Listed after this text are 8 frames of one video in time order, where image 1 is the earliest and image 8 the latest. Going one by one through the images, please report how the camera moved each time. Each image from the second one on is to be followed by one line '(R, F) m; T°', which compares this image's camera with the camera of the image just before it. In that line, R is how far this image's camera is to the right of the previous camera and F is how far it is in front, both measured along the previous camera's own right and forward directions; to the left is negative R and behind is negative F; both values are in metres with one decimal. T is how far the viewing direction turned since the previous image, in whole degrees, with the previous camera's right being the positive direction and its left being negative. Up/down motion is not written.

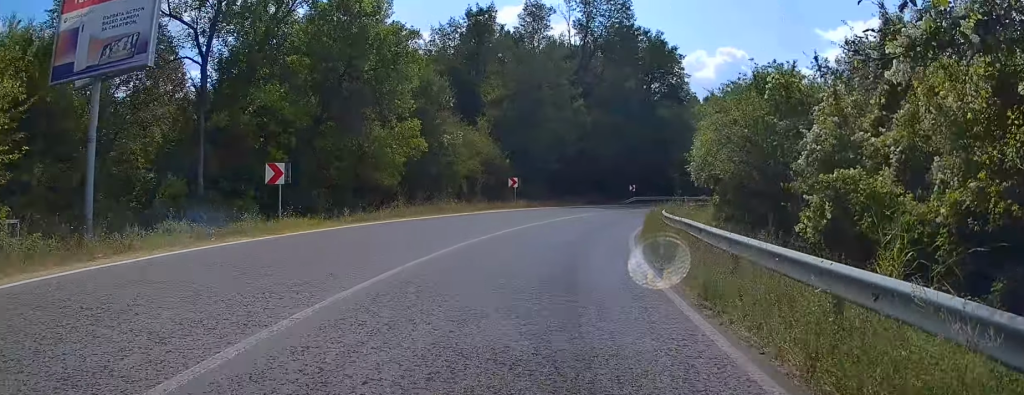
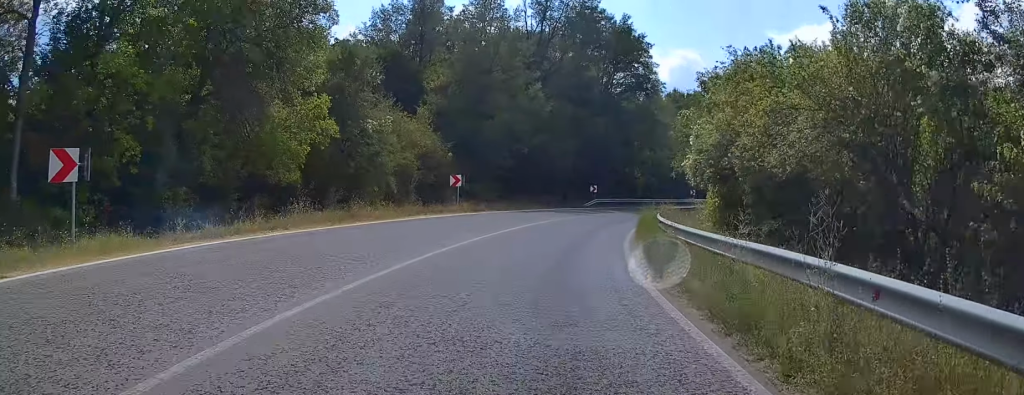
(+0.1, +8.2) m; +4°
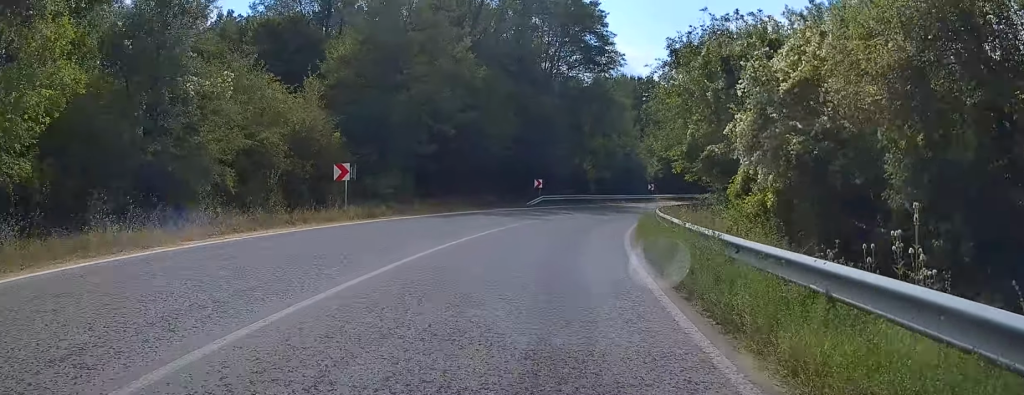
(+0.9, +12.4) m; +6°
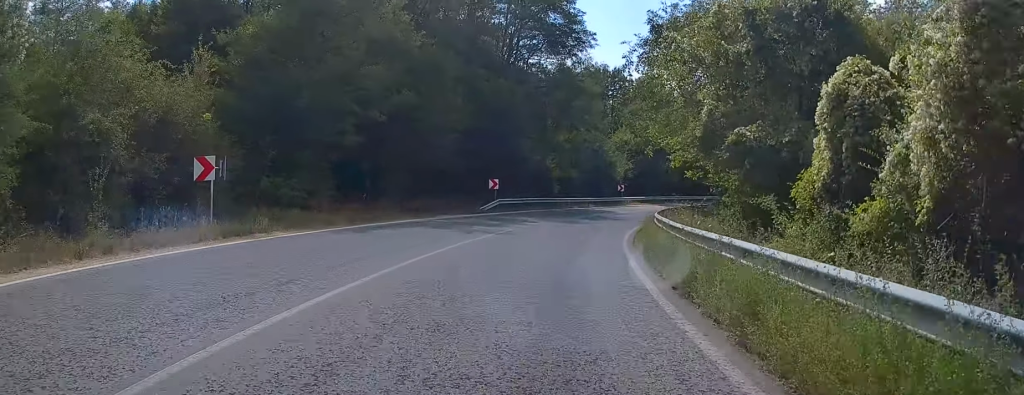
(+0.2, +8.4) m; +4°
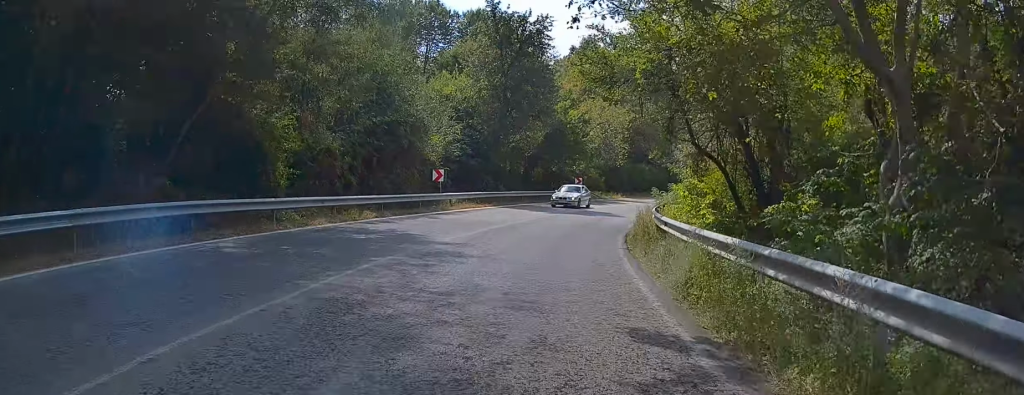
(+3.2, +33.3) m; +11°
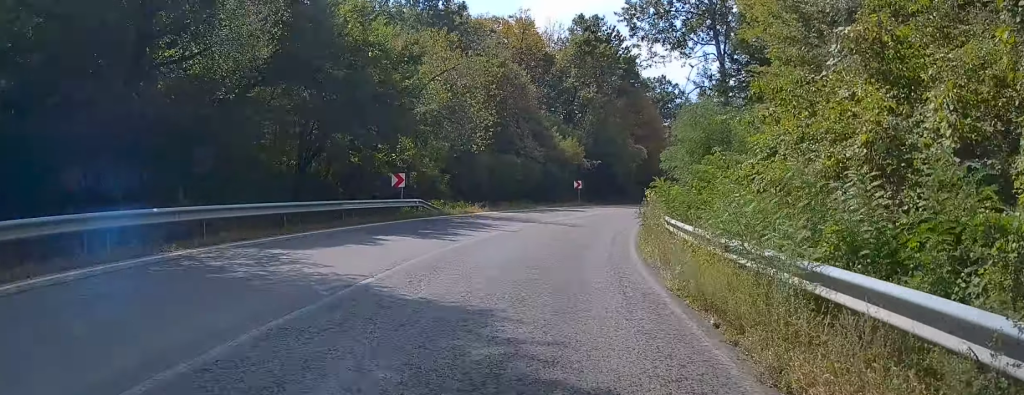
(+3.3, +29.2) m; +13°
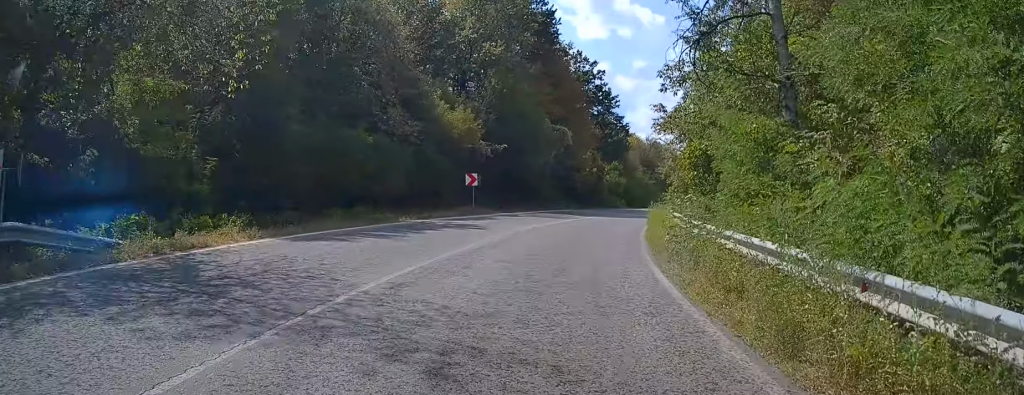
(+1.6, +20.2) m; +9°
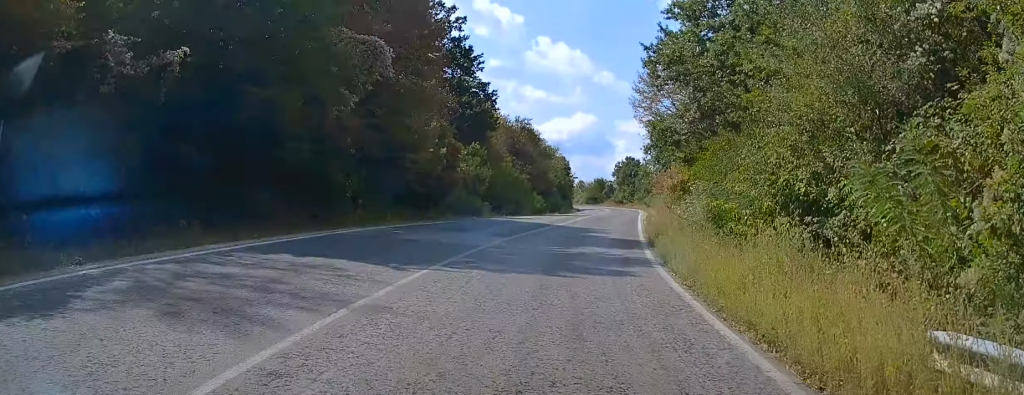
(+2.7, +26.7) m; +12°
